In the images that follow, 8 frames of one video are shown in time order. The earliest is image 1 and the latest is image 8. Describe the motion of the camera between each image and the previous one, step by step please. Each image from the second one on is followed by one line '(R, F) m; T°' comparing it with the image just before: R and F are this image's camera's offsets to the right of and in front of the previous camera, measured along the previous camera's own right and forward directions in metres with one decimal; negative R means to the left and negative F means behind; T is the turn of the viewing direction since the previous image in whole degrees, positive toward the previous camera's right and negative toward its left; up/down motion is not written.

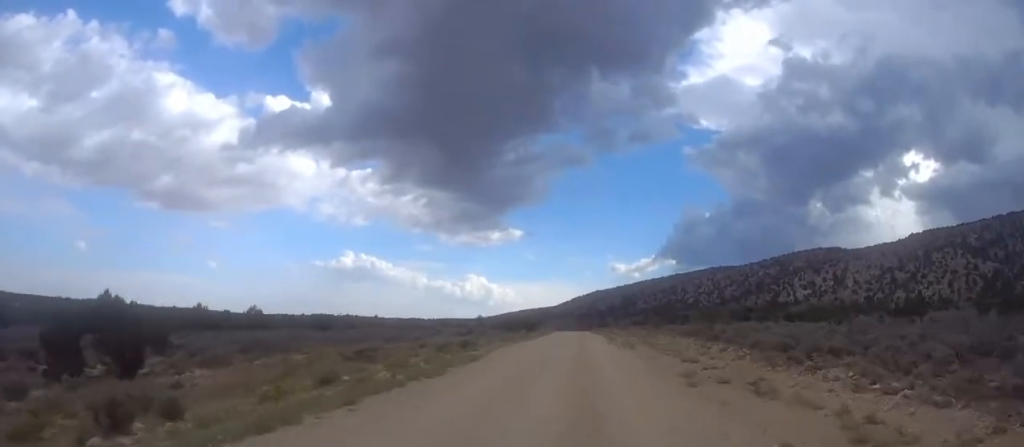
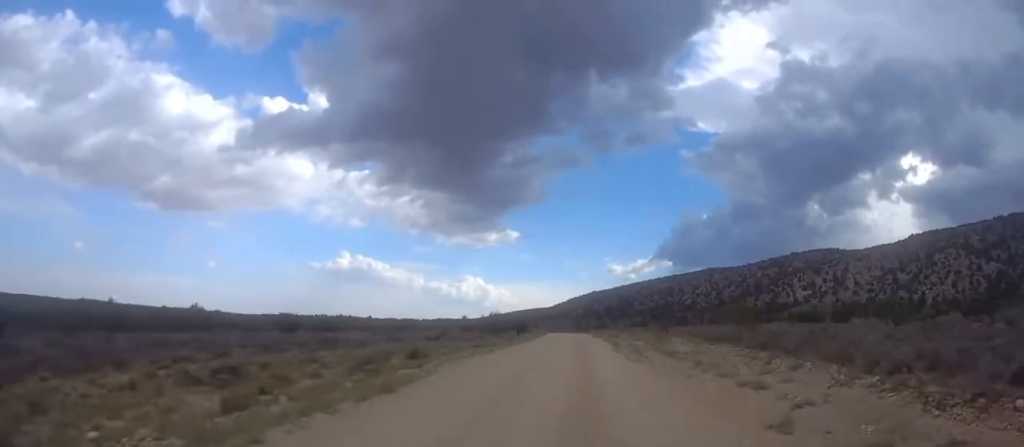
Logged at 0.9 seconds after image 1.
(0.0, +11.6) m; 0°
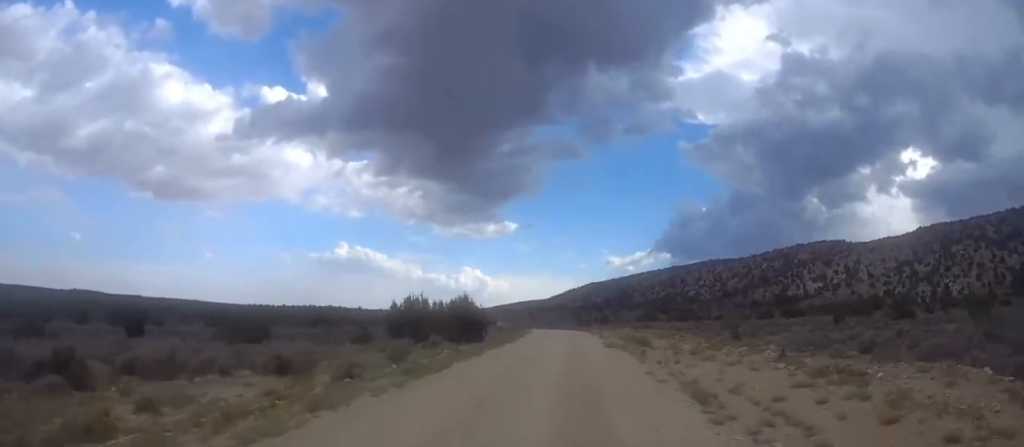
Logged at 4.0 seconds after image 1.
(+0.2, +37.9) m; 0°
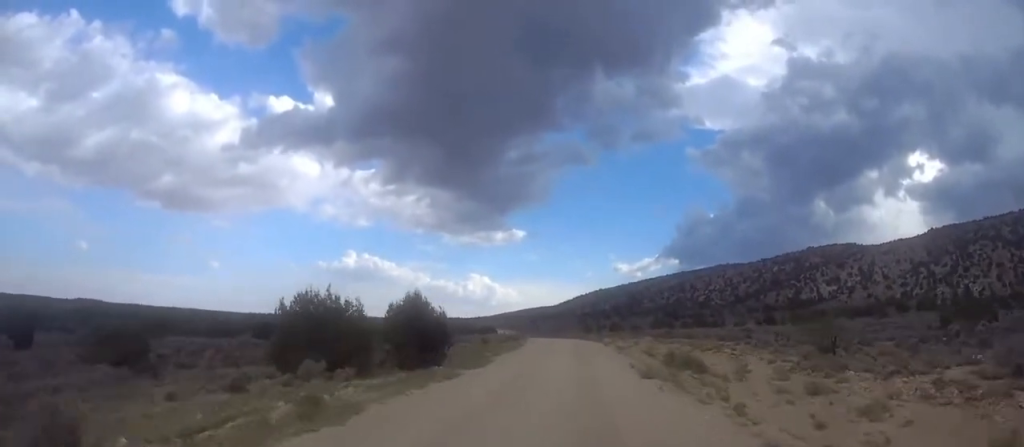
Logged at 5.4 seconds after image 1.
(0.0, +17.2) m; +1°
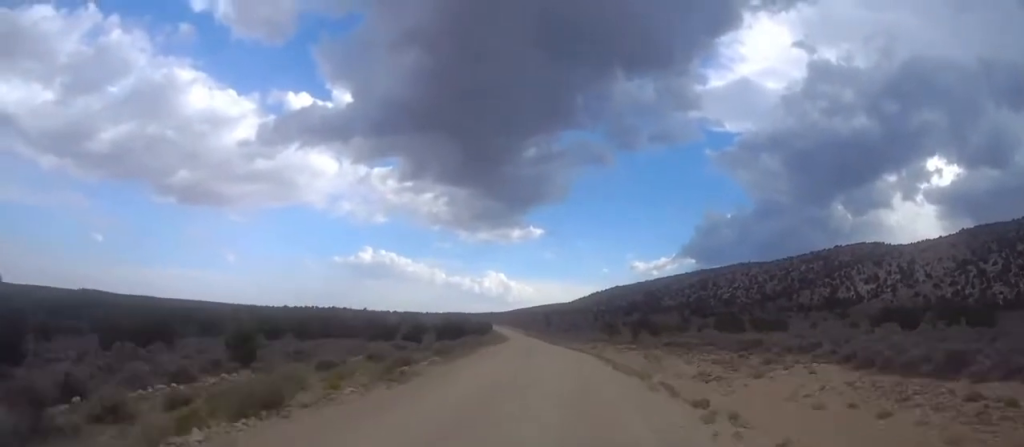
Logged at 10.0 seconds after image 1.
(-0.4, +56.7) m; -4°
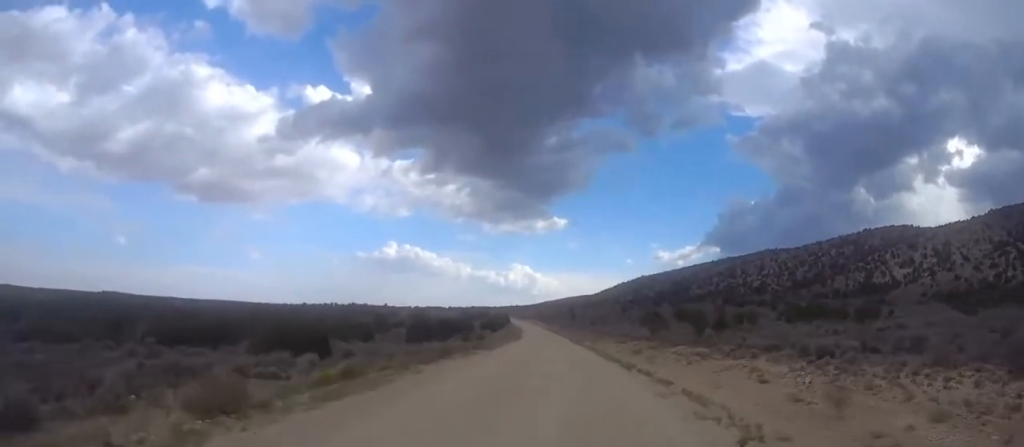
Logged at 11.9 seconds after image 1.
(-0.6, +23.9) m; -2°
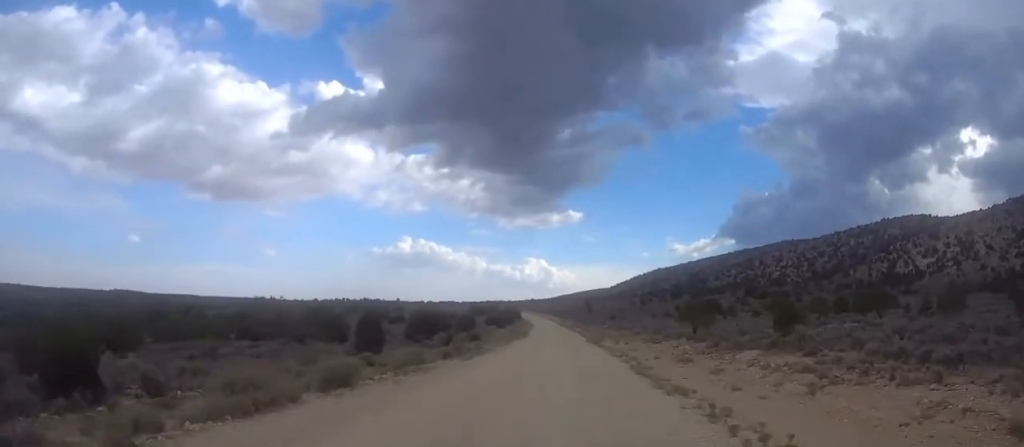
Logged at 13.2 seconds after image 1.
(-0.1, +15.8) m; 0°
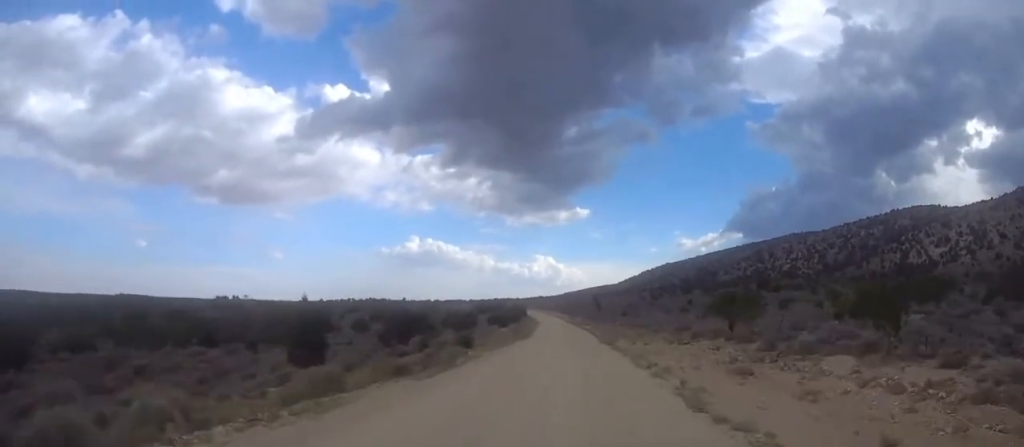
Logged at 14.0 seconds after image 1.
(0.0, +10.0) m; 0°
